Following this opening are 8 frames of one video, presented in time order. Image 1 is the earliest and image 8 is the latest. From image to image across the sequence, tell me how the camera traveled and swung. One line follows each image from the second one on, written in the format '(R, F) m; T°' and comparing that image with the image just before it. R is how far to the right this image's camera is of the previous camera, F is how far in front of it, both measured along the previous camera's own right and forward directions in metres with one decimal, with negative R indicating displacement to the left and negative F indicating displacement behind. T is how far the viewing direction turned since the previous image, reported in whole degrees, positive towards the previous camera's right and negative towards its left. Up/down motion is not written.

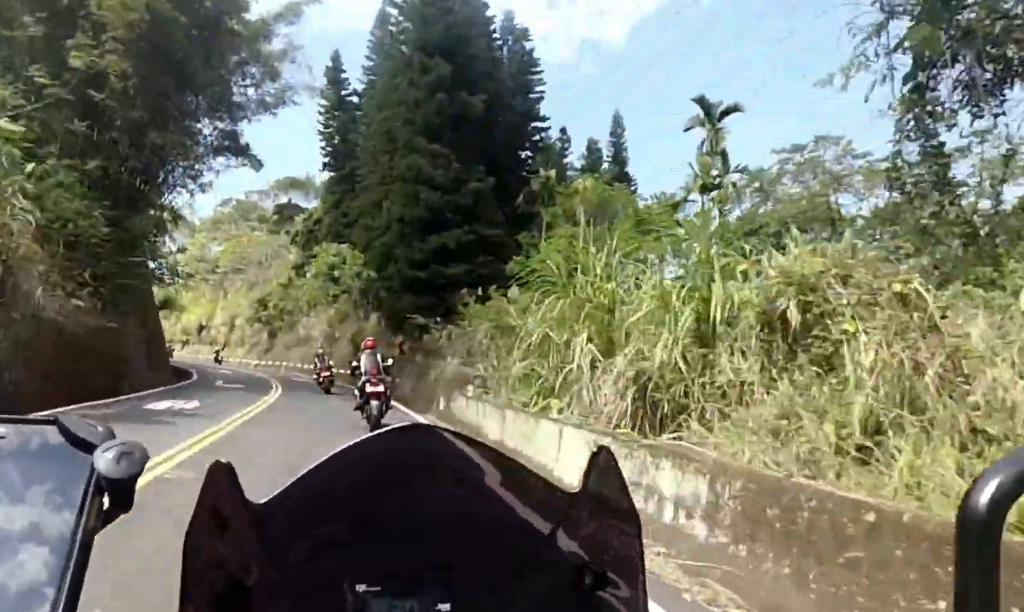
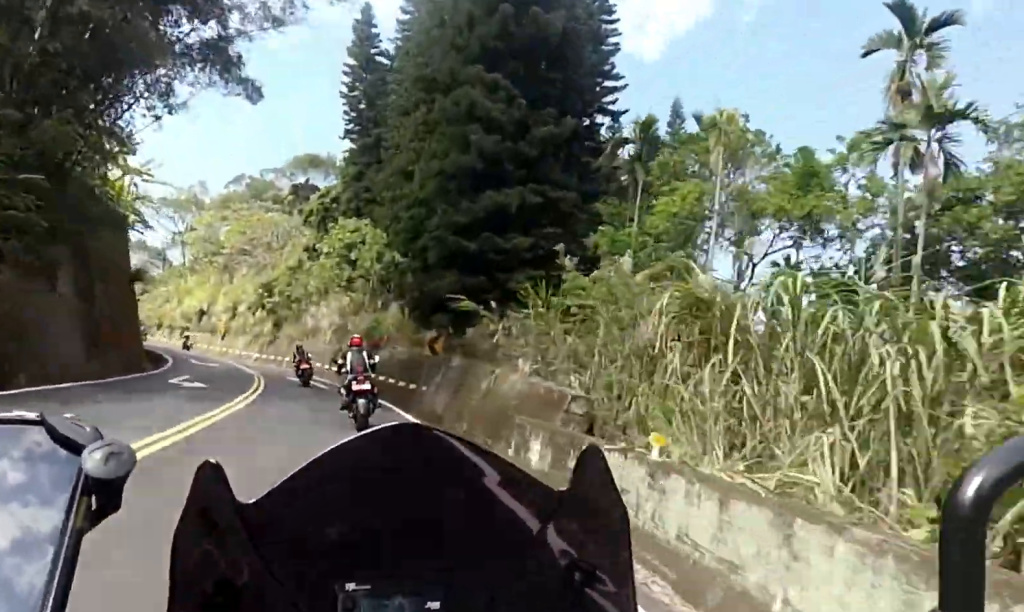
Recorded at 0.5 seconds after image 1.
(+0.1, +8.3) m; -3°
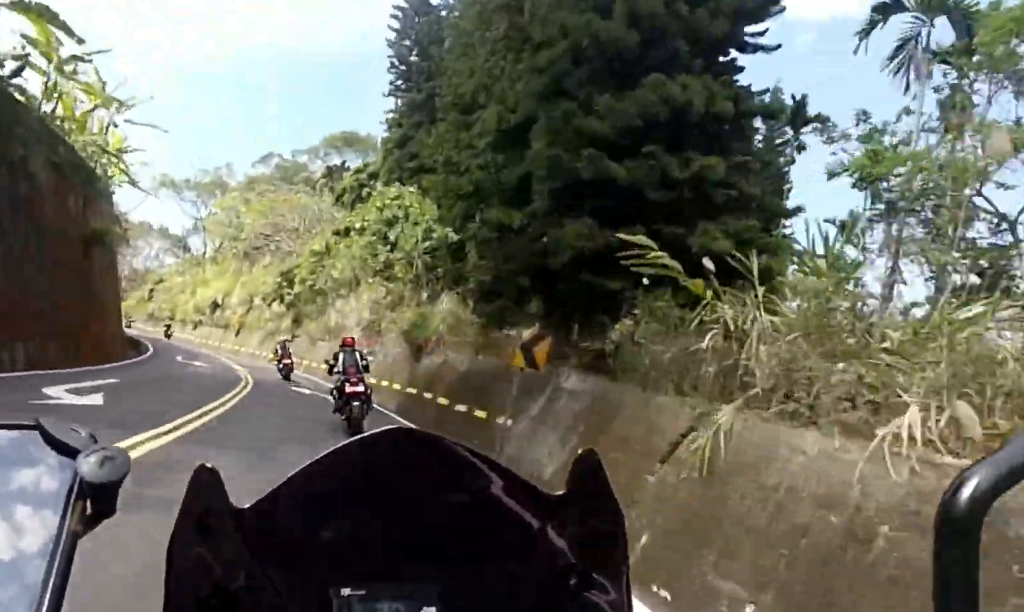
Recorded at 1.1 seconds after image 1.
(+0.2, +9.3) m; -4°
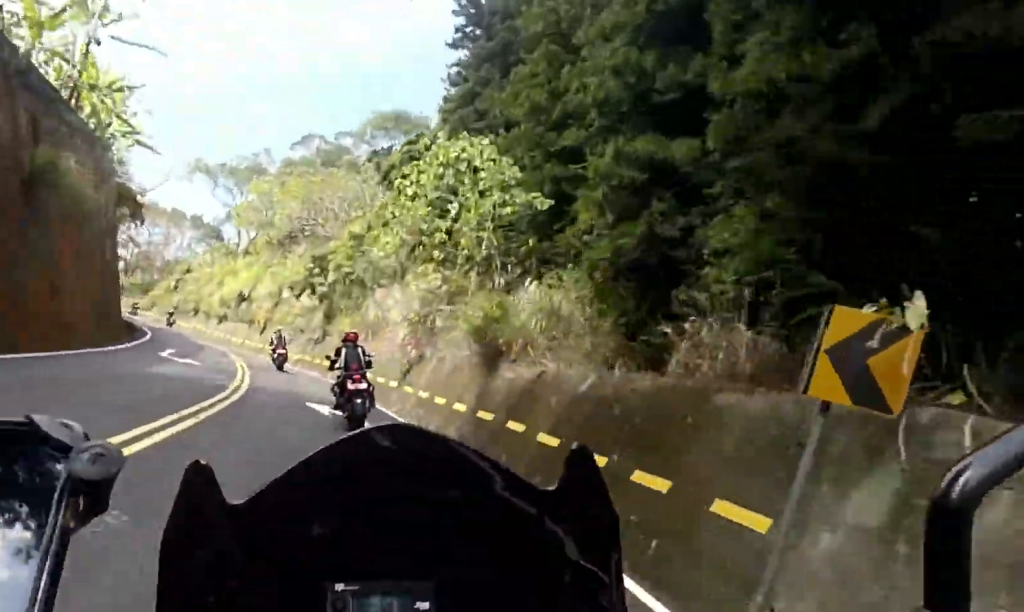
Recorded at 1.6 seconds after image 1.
(-0.6, +7.1) m; -4°
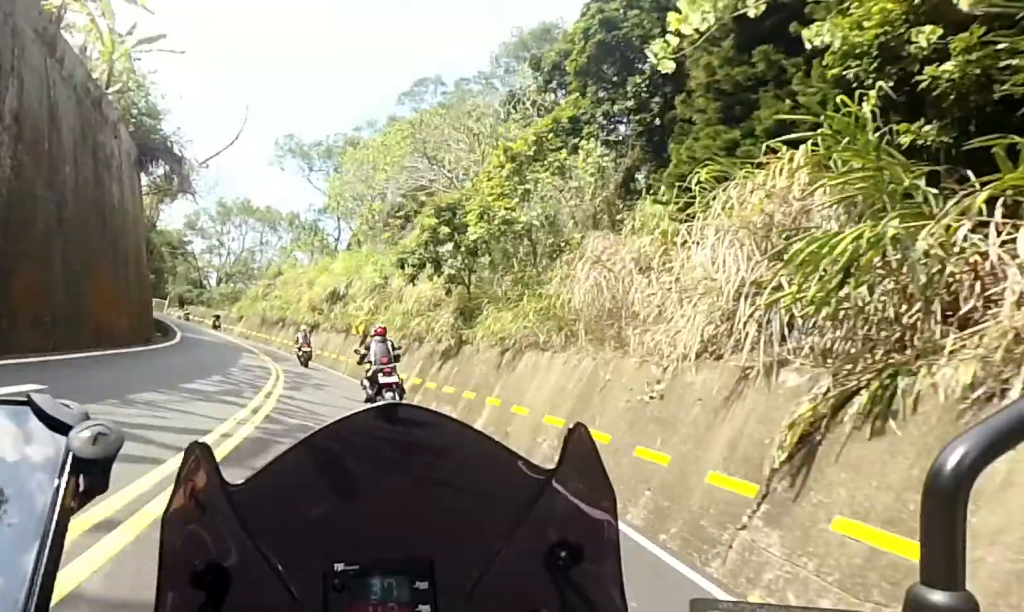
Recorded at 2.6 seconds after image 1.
(-1.3, +15.8) m; -13°
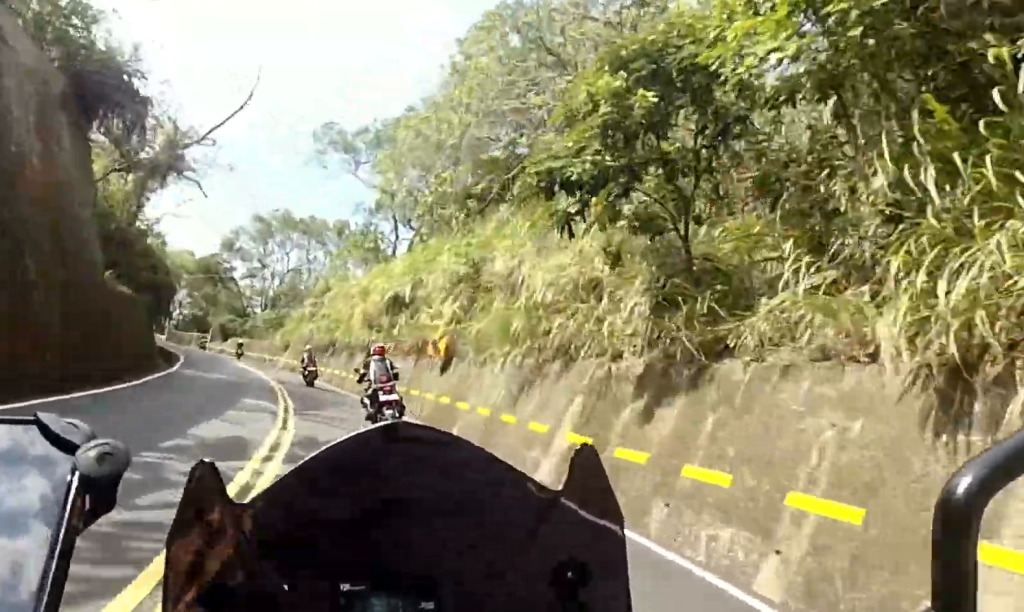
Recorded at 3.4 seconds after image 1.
(-1.0, +10.7) m; -9°
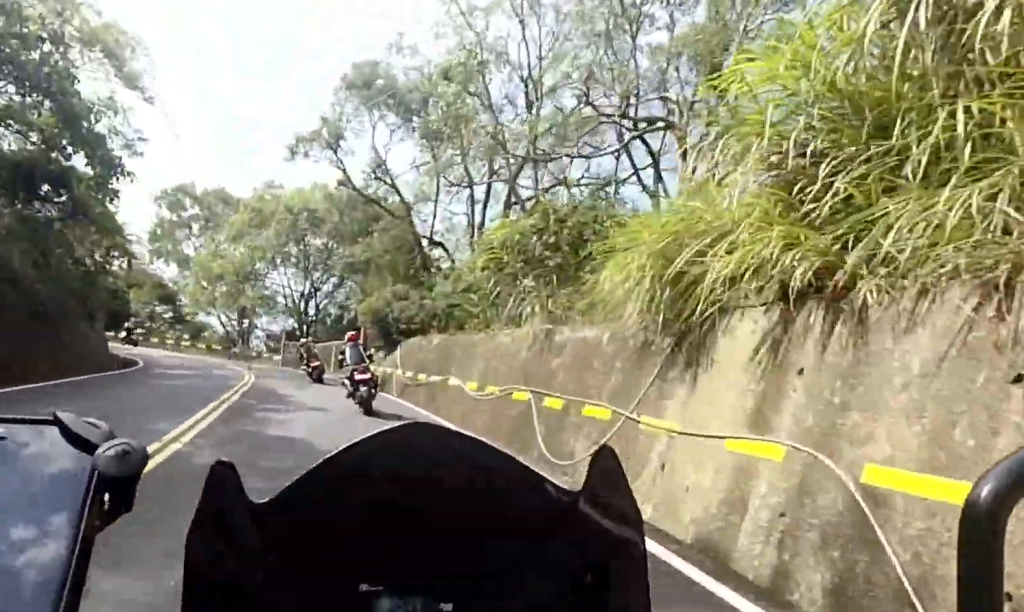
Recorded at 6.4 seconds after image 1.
(-5.9, +41.9) m; -19°
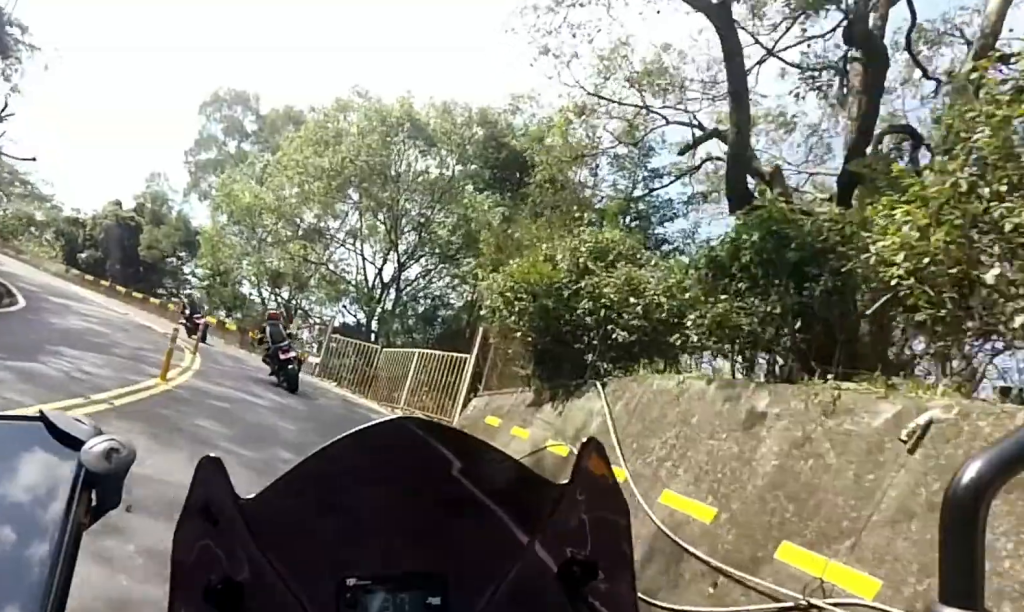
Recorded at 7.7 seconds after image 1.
(-2.1, +16.1) m; -11°
